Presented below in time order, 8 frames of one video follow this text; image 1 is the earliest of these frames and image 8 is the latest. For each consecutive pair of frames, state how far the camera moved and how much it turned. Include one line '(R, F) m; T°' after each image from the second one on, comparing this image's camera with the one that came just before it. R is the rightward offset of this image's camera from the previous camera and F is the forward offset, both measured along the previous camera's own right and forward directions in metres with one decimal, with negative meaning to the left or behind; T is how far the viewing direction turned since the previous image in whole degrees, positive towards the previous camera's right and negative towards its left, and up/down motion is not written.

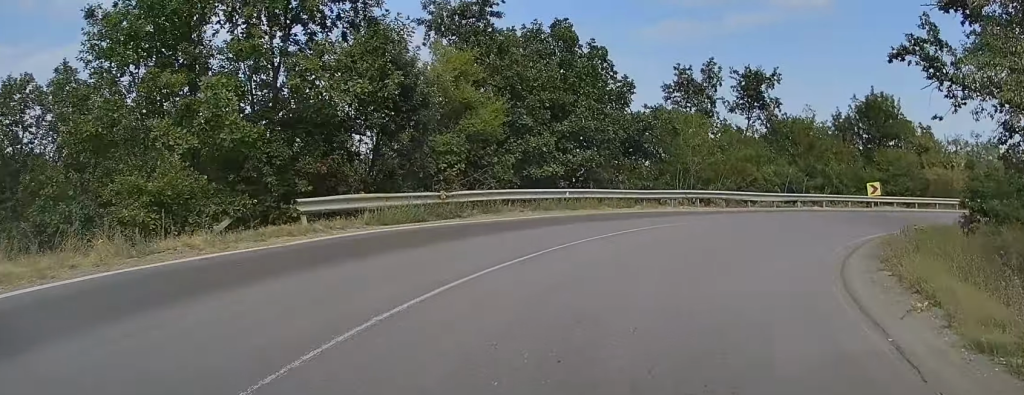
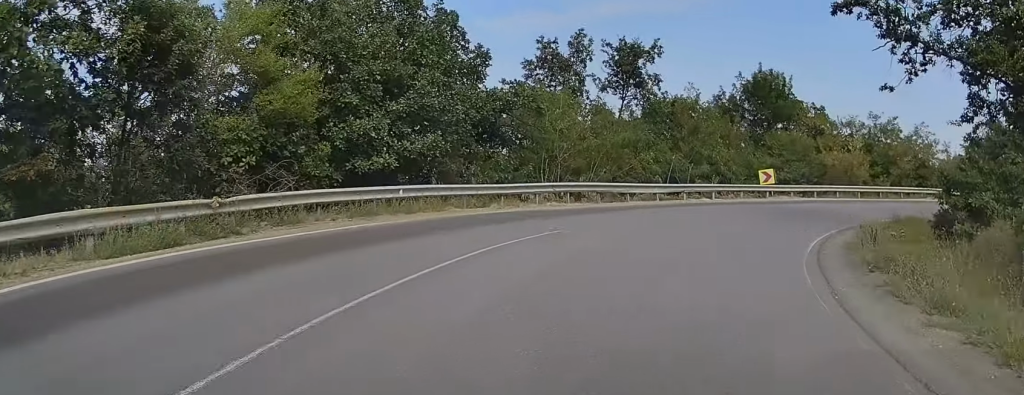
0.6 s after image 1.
(+0.5, +5.8) m; +12°
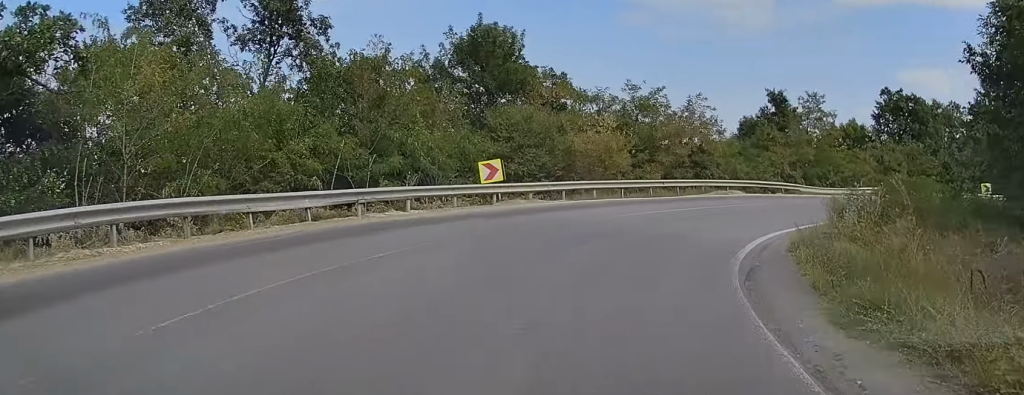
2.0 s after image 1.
(+3.3, +12.8) m; +27°
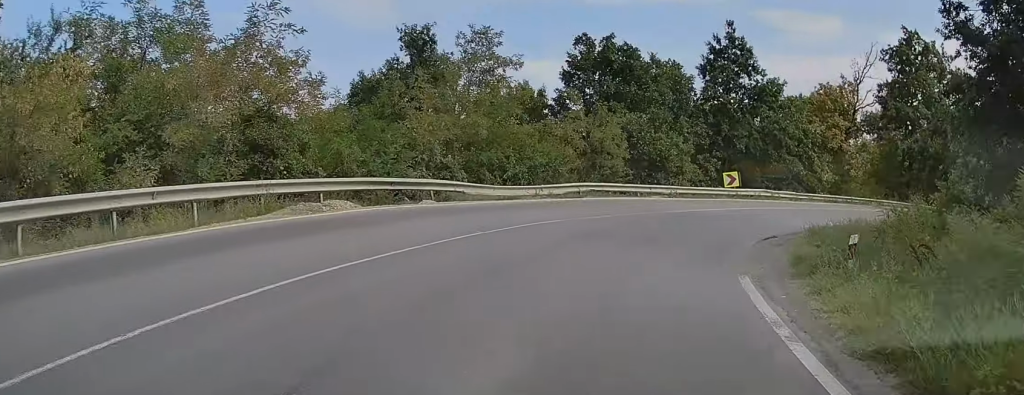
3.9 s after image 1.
(+5.6, +19.0) m; +29°
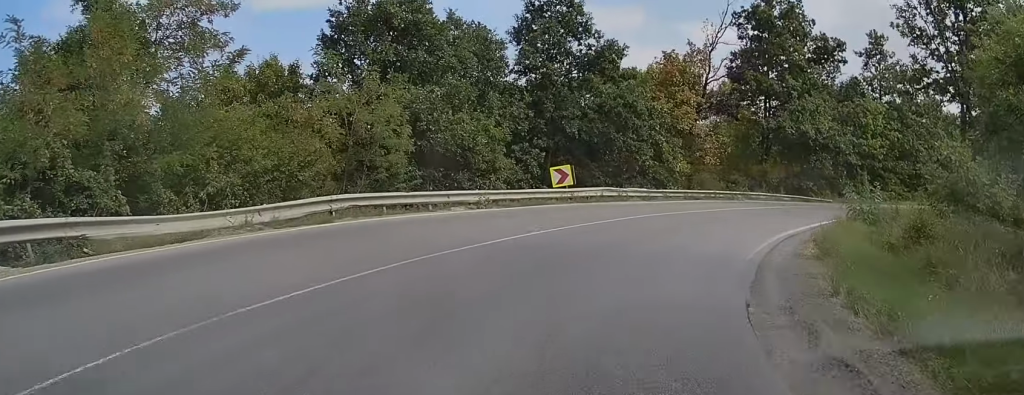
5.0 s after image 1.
(+1.1, +10.9) m; +12°
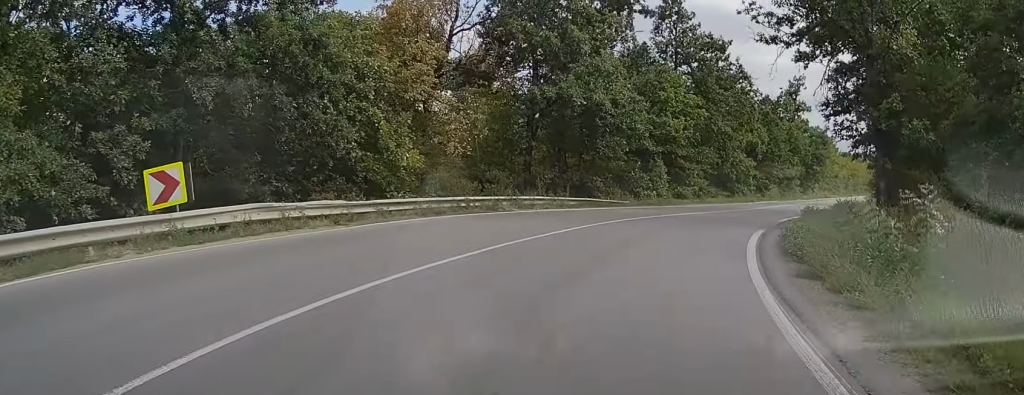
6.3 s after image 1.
(+1.8, +14.5) m; +21°
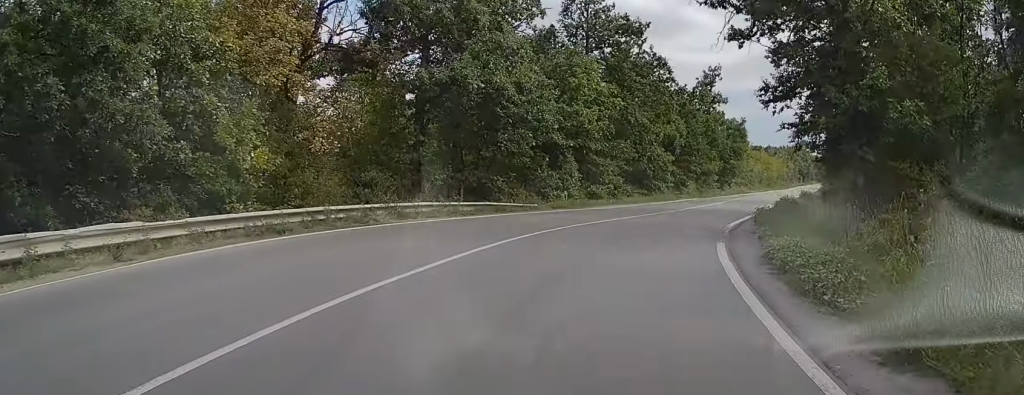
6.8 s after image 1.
(+1.0, +5.3) m; +6°
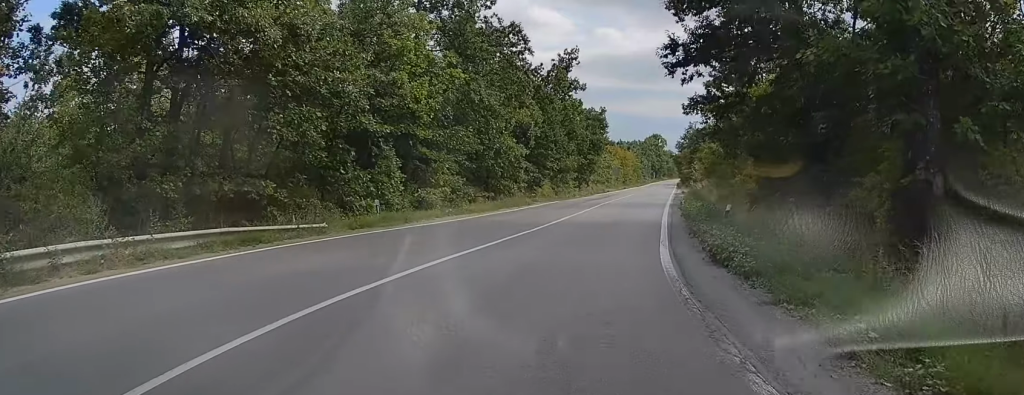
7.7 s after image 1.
(+1.3, +10.6) m; +10°
